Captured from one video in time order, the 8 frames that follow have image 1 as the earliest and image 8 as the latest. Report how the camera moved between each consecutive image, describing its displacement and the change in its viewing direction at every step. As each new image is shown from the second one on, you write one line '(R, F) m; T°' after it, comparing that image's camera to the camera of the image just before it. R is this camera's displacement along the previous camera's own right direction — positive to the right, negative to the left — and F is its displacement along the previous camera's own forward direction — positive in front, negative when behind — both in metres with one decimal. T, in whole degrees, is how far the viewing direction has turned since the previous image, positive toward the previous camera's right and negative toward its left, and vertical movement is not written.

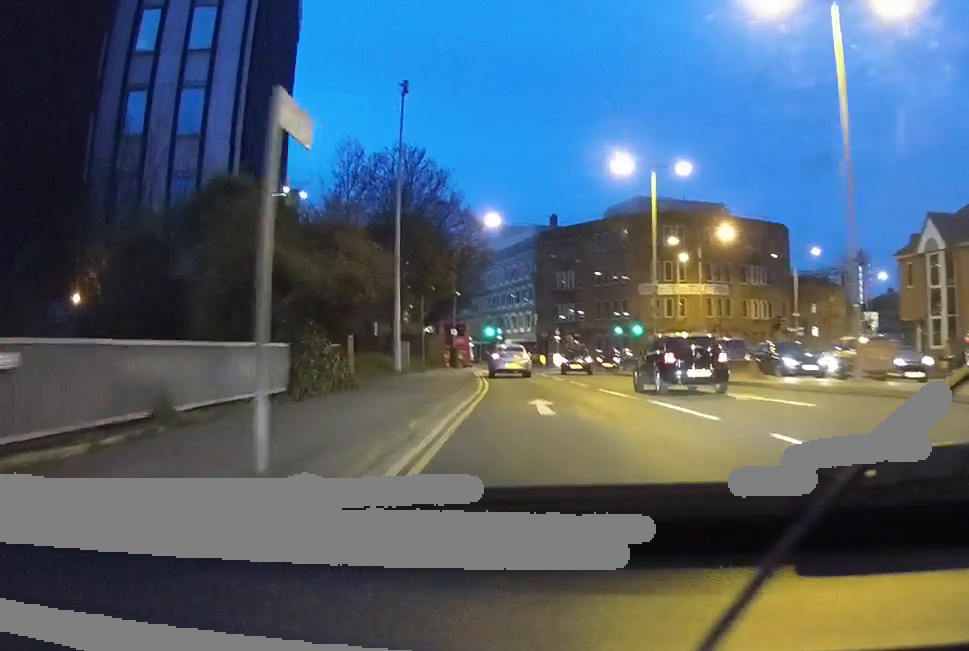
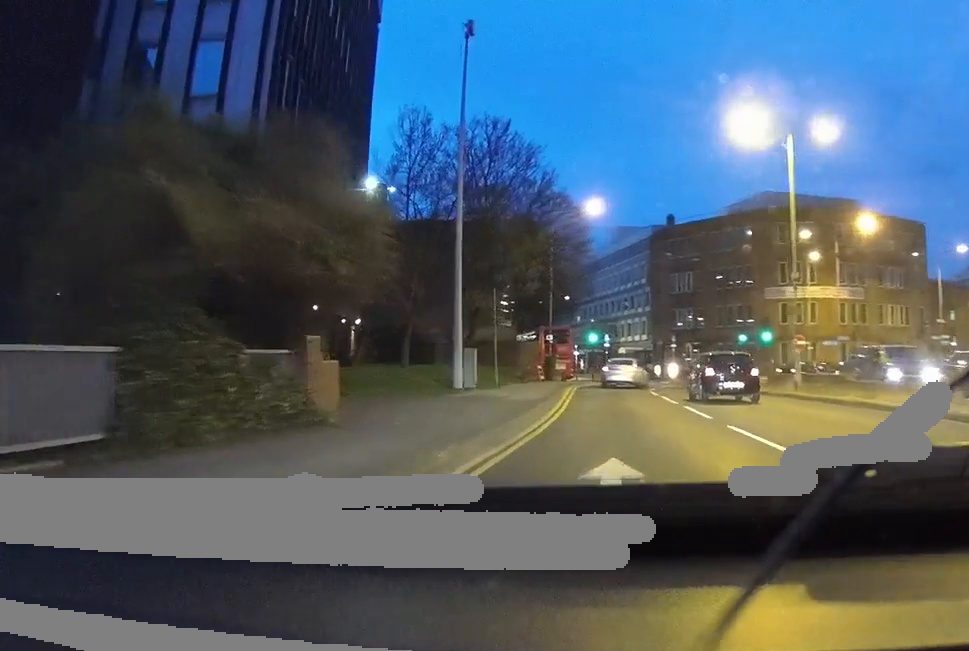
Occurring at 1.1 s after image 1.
(0.0, +7.4) m; 0°
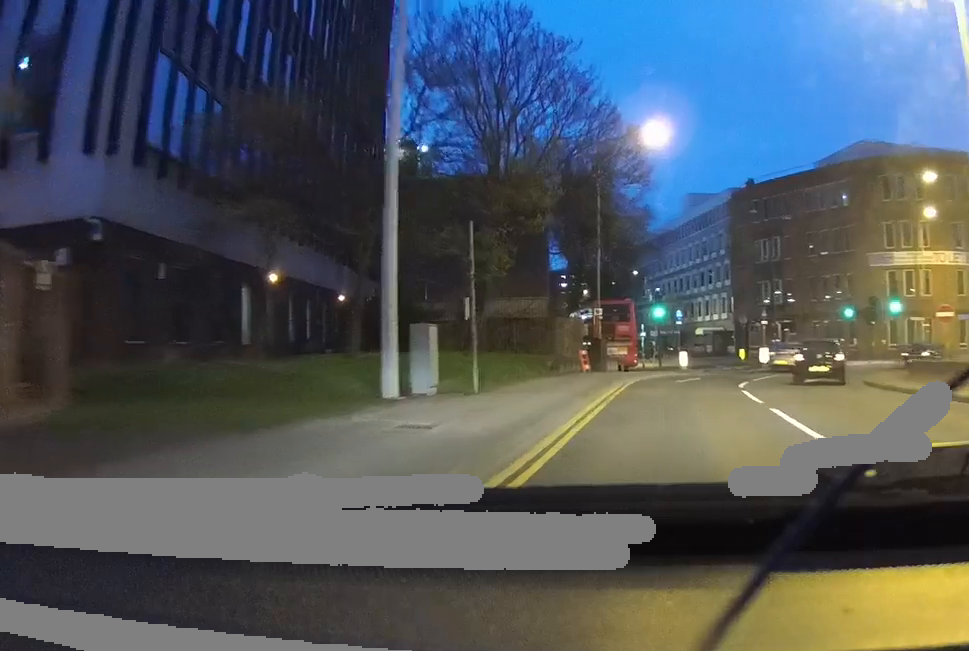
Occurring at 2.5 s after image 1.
(0.0, +10.5) m; 0°
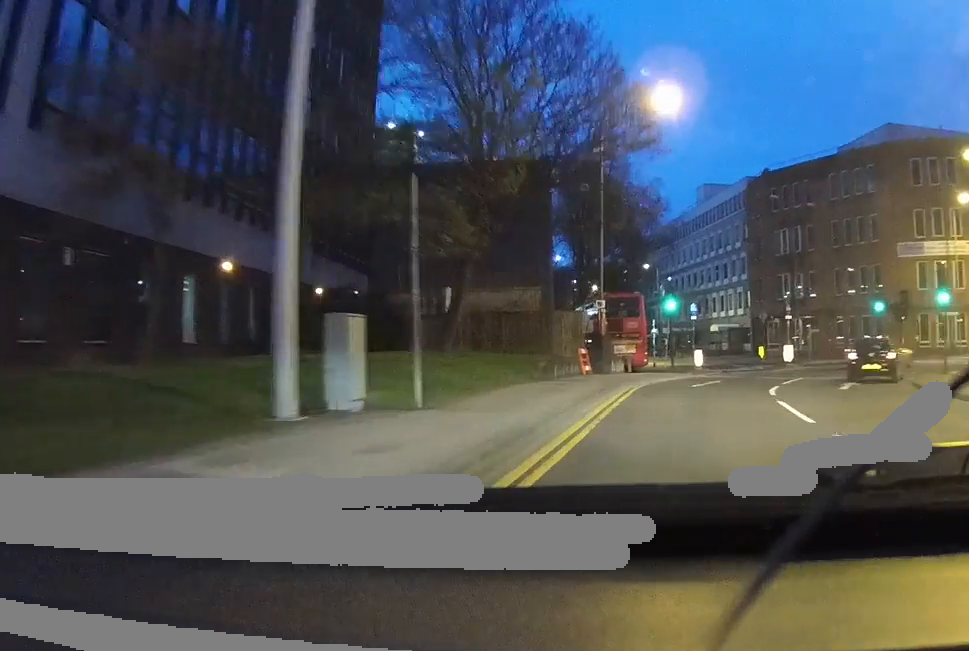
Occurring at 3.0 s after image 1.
(0.0, +4.4) m; 0°
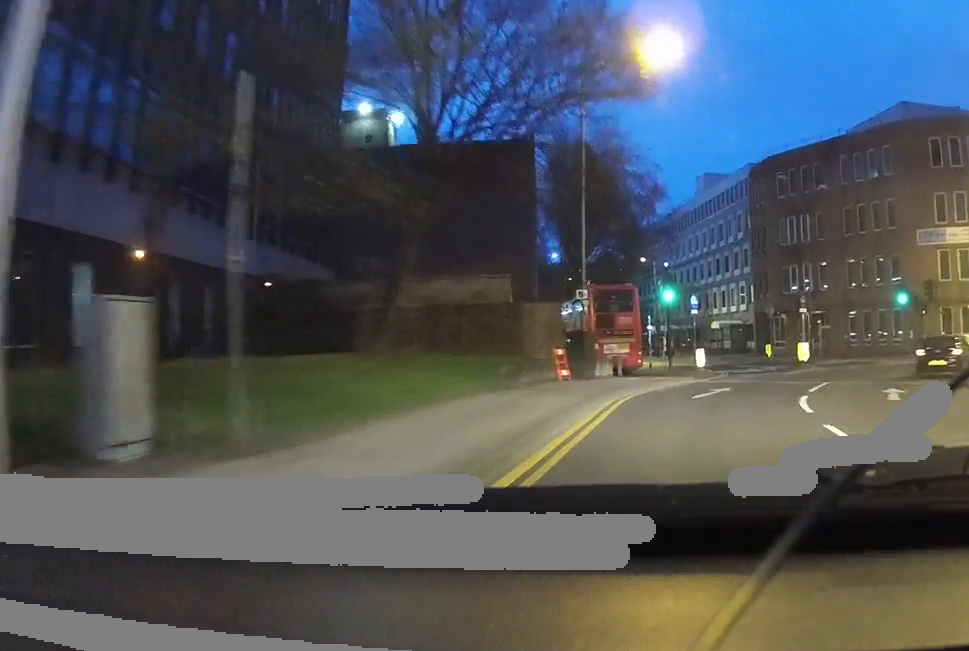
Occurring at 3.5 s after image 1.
(0.0, +5.0) m; 0°
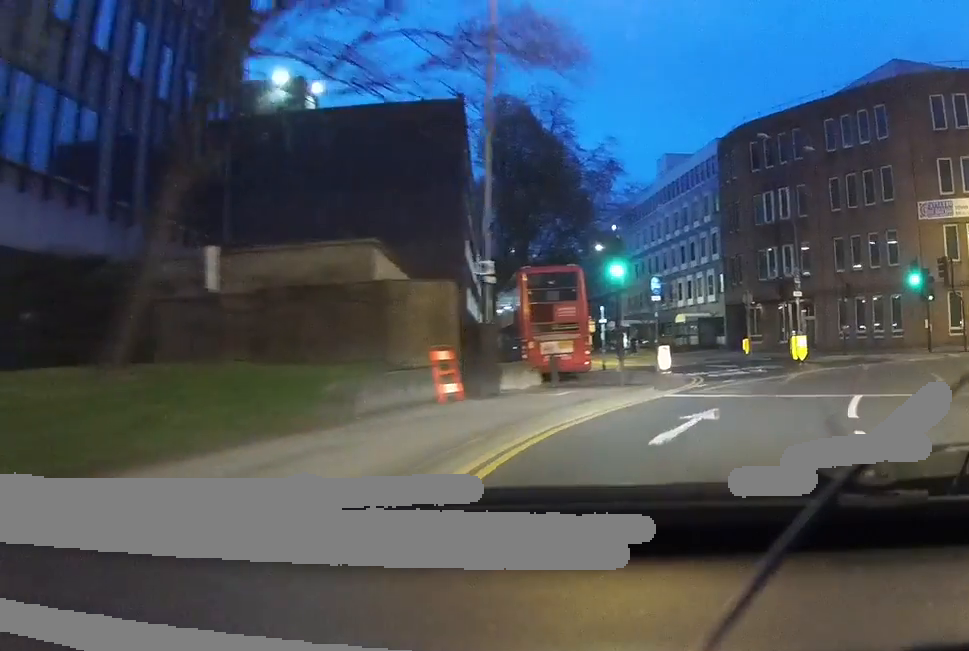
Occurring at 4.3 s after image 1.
(0.0, +7.8) m; 0°
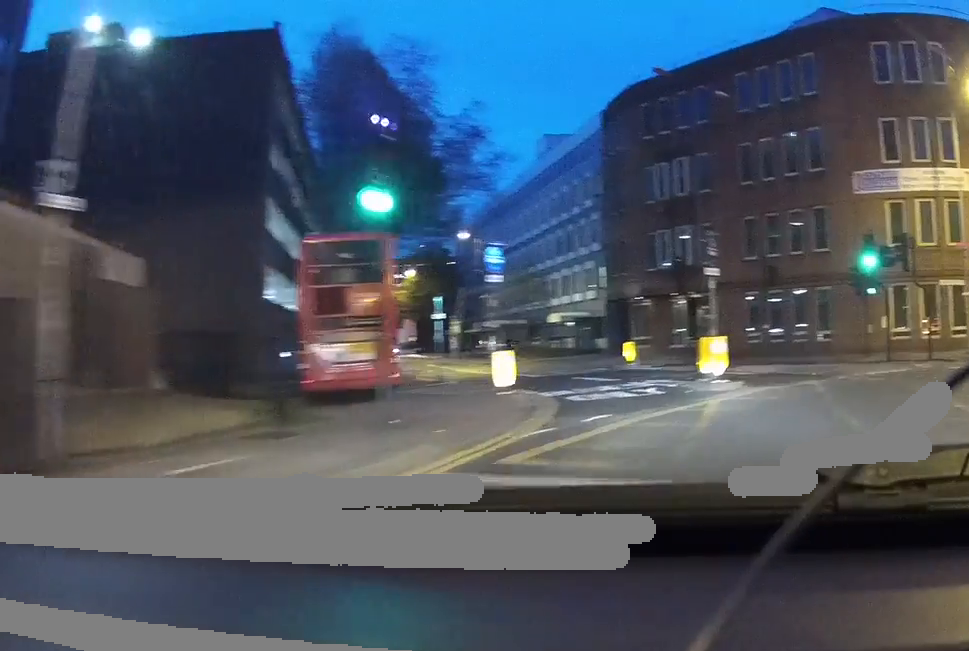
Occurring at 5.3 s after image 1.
(0.0, +9.2) m; 0°
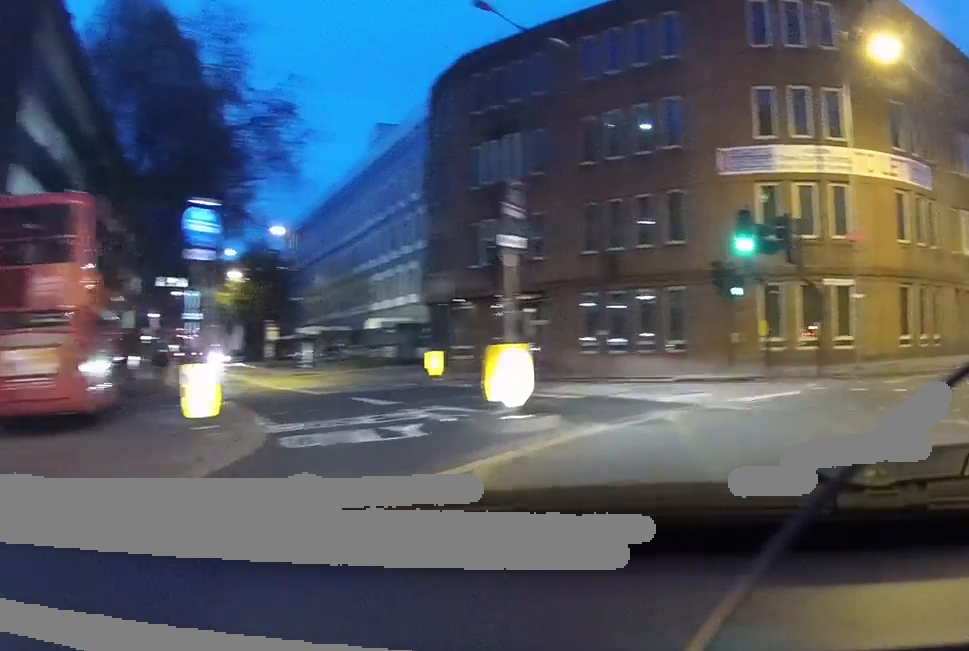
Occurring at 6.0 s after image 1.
(0.0, +6.2) m; +13°
